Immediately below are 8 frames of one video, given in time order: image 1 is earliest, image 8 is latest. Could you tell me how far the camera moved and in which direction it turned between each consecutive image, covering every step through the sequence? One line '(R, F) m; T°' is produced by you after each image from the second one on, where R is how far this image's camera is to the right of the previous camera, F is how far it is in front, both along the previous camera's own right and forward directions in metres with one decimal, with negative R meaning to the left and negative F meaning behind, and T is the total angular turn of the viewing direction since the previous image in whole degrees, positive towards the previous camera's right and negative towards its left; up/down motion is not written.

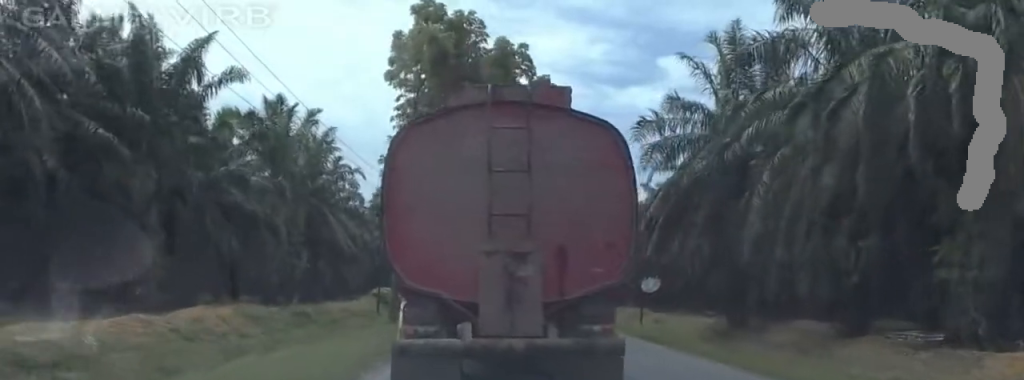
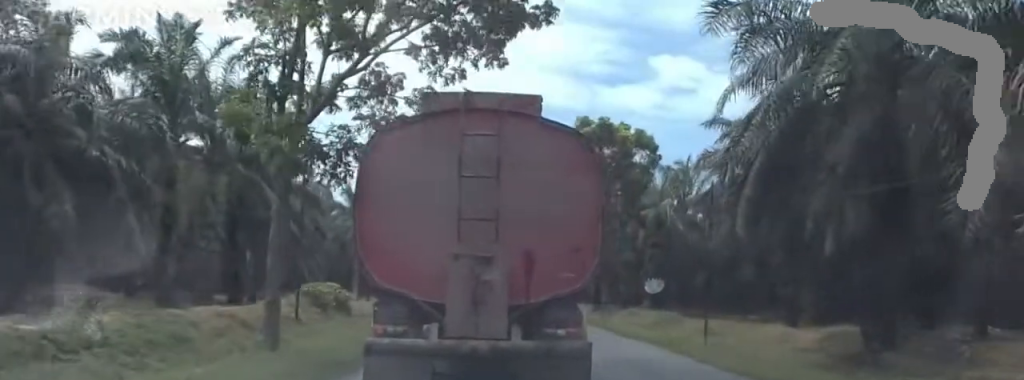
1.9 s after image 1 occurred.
(-0.6, +21.6) m; -2°
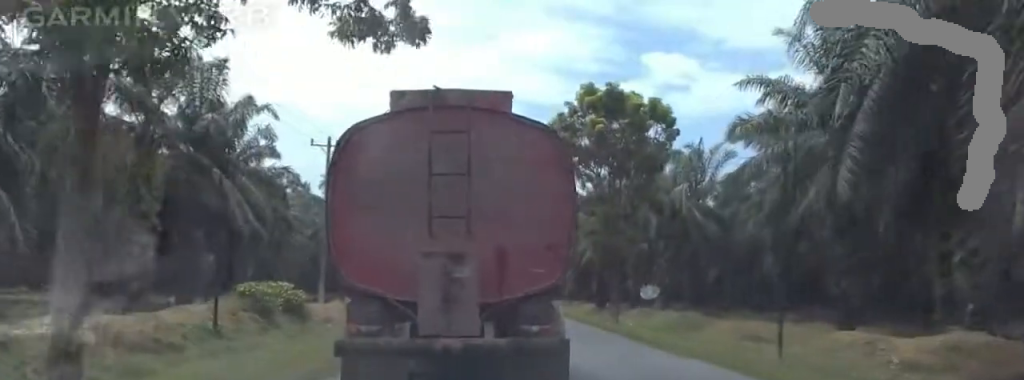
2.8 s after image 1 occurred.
(+0.5, +10.3) m; -1°
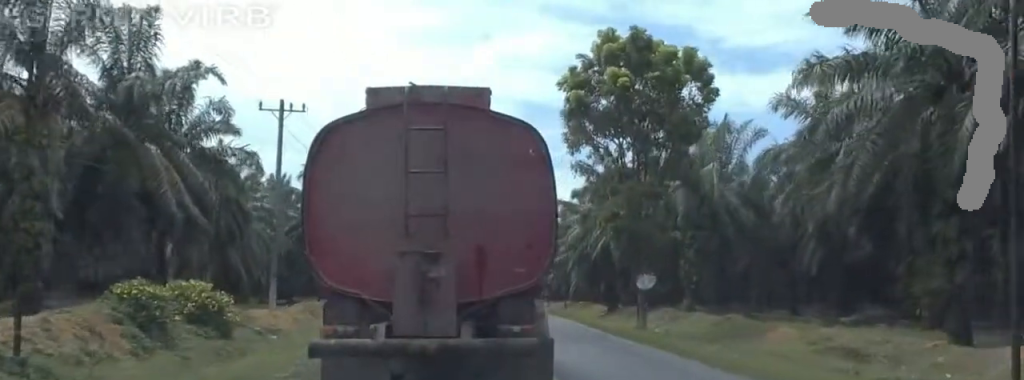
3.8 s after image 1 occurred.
(-0.6, +11.1) m; +1°
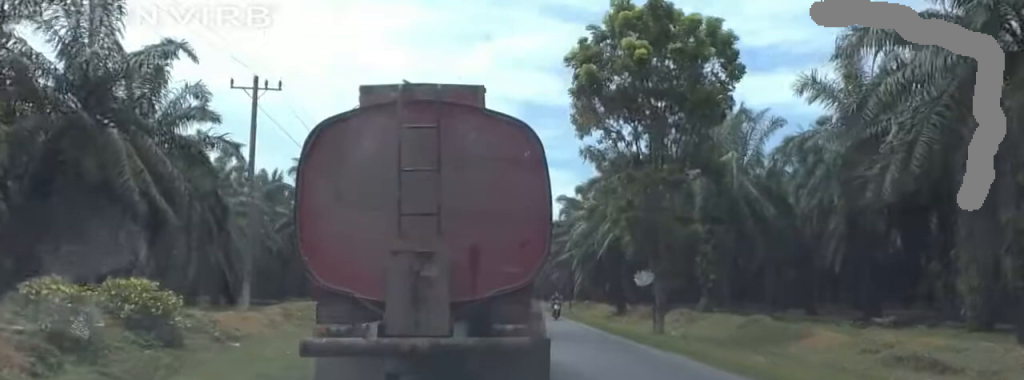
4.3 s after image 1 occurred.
(+0.6, +4.5) m; +1°
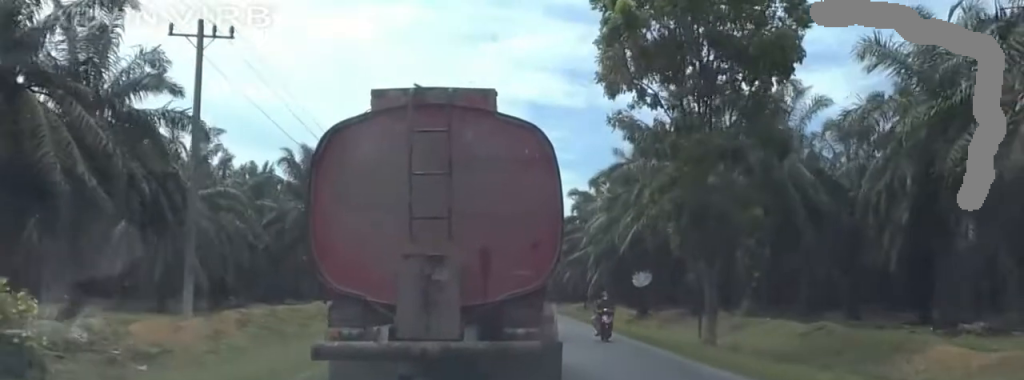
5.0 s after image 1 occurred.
(-0.2, +7.6) m; +1°
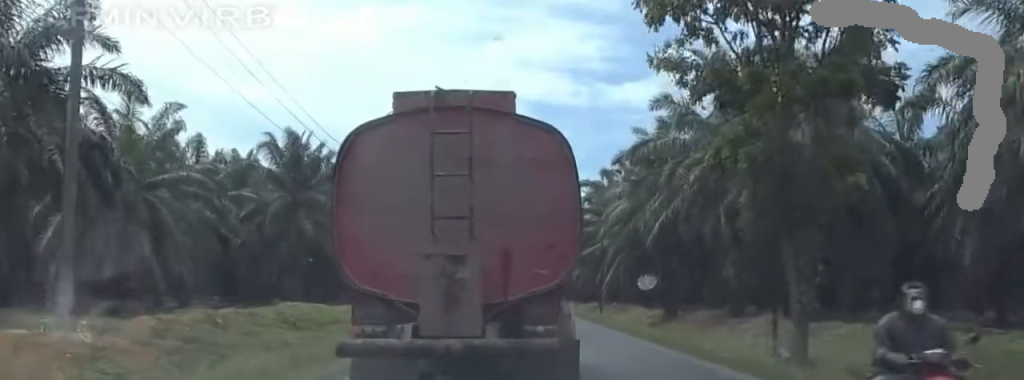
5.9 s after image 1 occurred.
(-0.2, +8.2) m; 0°
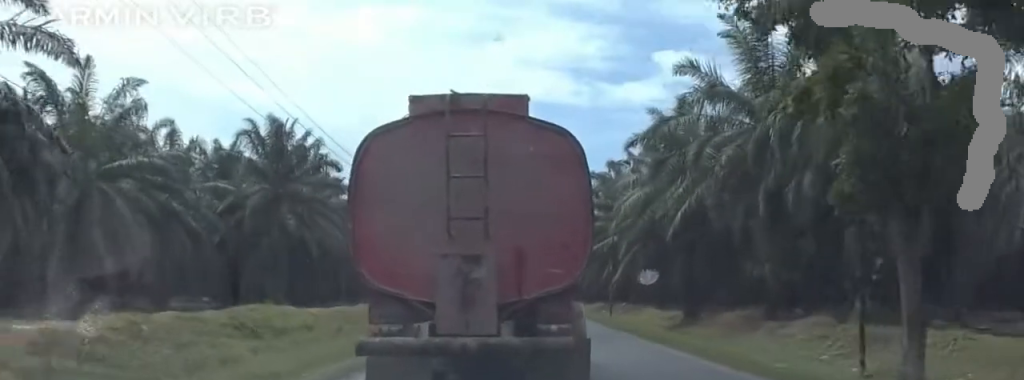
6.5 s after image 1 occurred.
(+0.8, +5.8) m; 0°
